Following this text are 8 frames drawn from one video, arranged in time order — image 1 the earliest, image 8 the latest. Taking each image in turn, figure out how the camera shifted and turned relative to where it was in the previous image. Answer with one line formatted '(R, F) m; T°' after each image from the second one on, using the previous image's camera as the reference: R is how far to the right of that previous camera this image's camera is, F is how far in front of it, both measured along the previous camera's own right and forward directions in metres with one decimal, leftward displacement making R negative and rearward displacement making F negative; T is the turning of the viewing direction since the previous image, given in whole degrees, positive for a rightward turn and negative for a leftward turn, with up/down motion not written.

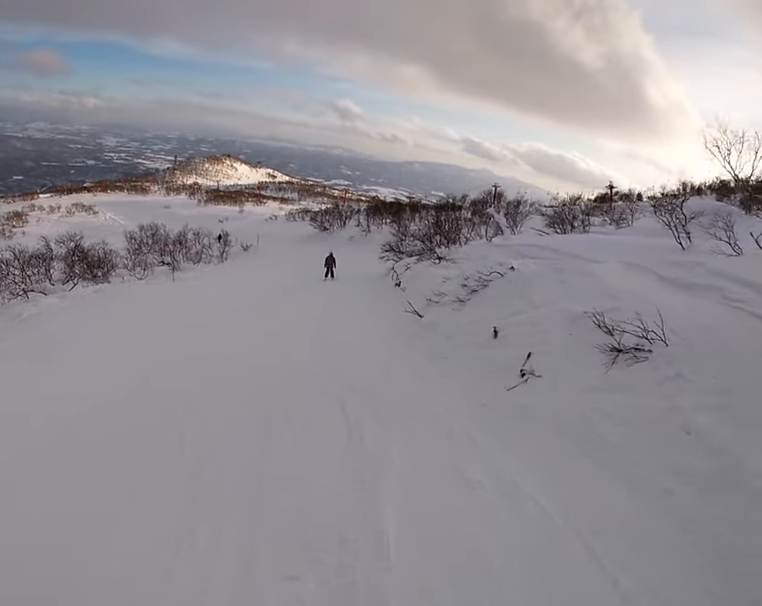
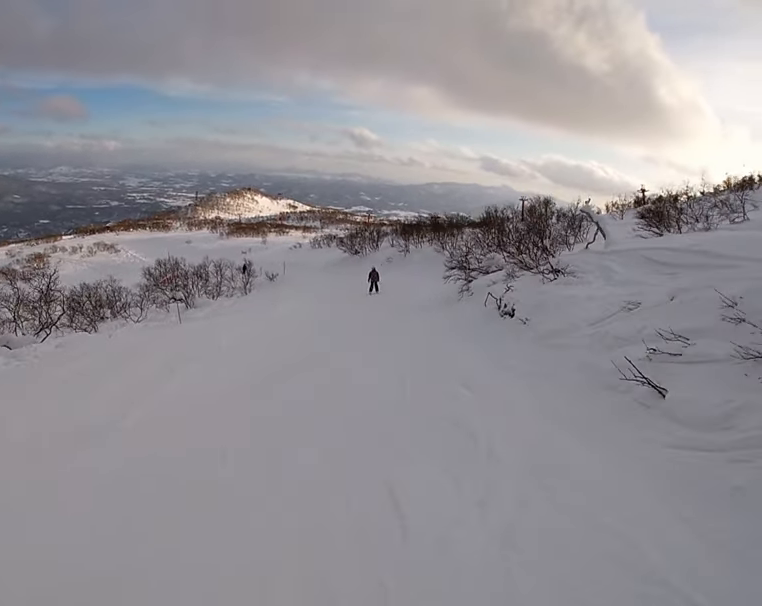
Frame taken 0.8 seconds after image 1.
(-0.8, +5.3) m; -12°
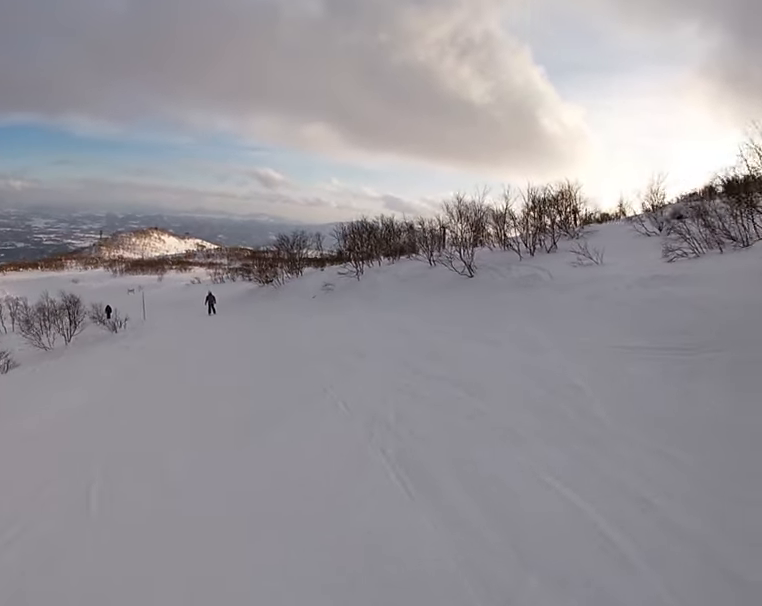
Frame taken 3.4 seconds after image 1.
(+1.9, +19.6) m; +13°
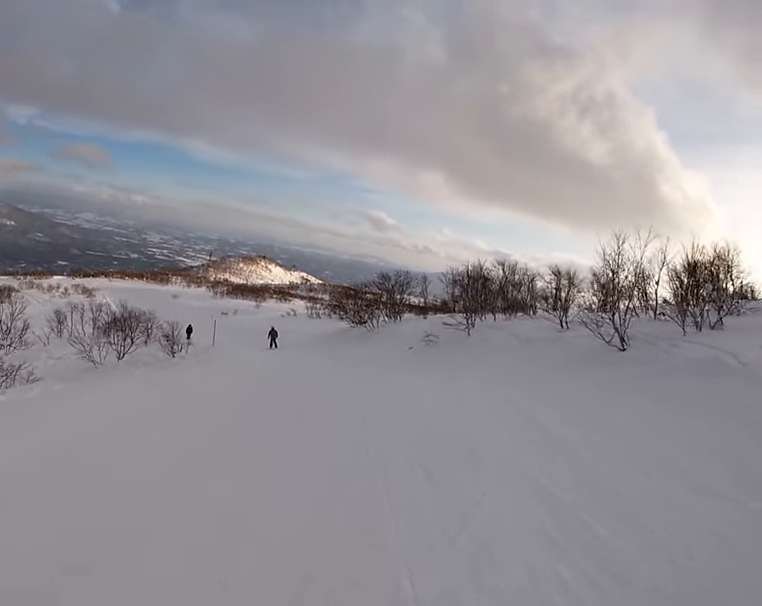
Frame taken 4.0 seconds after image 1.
(-0.3, +4.7) m; -5°
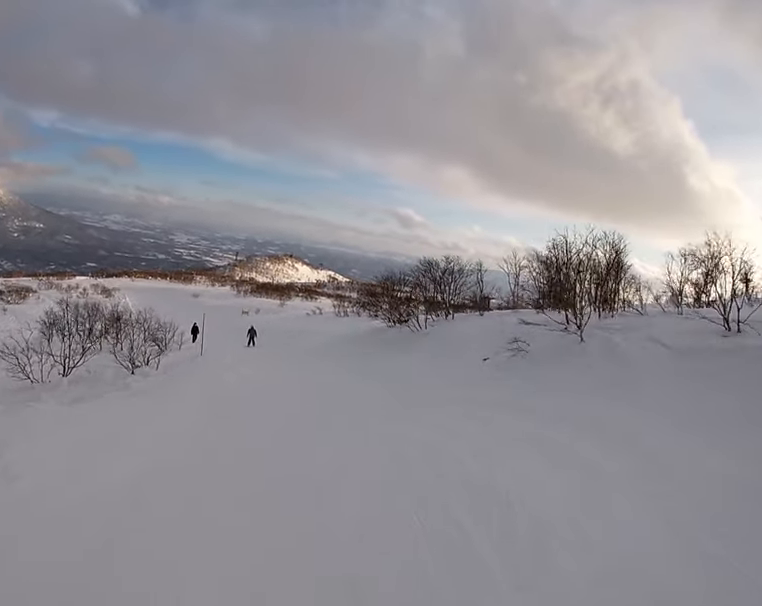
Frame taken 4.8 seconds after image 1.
(-0.4, +7.1) m; -6°
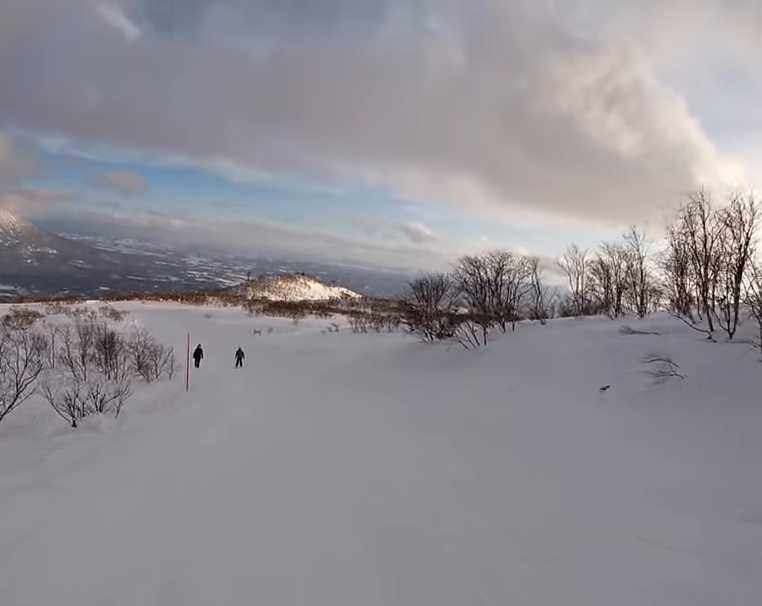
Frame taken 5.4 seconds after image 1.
(-0.2, +5.3) m; -4°
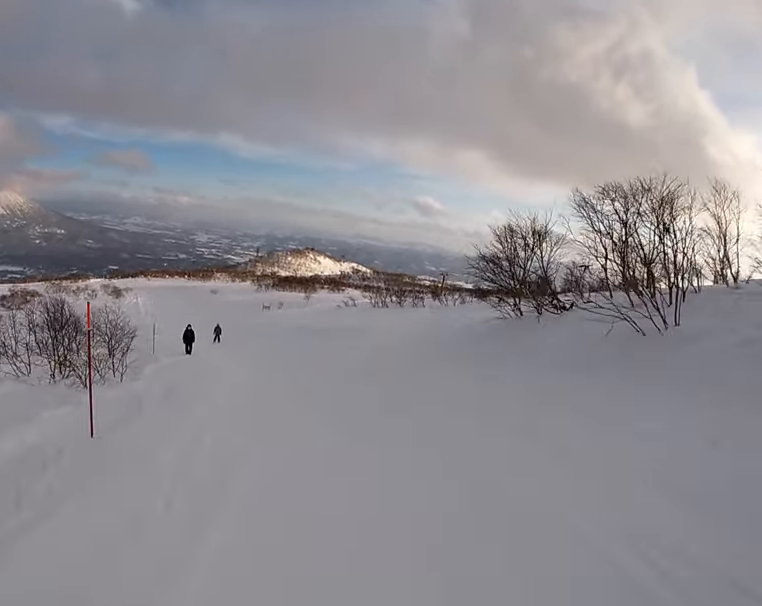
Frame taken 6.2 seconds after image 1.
(-0.3, +7.7) m; -6°
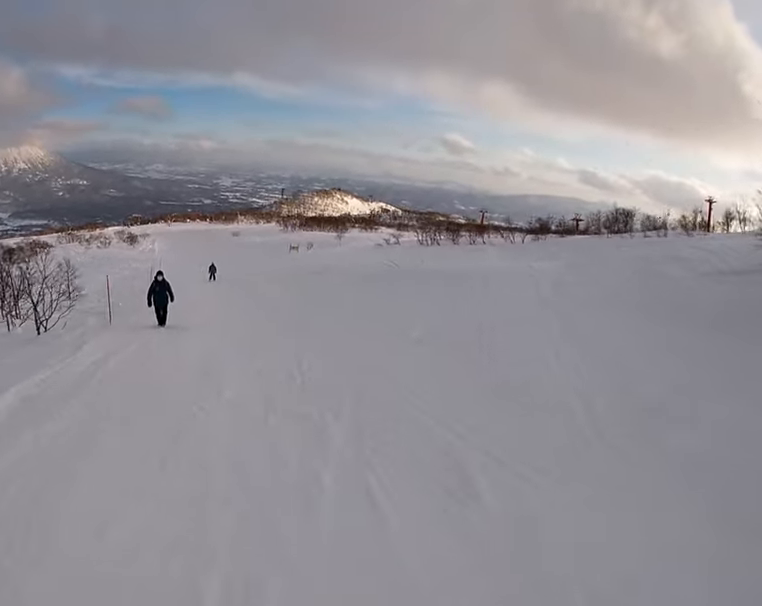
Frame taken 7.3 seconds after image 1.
(-0.6, +10.1) m; -1°
